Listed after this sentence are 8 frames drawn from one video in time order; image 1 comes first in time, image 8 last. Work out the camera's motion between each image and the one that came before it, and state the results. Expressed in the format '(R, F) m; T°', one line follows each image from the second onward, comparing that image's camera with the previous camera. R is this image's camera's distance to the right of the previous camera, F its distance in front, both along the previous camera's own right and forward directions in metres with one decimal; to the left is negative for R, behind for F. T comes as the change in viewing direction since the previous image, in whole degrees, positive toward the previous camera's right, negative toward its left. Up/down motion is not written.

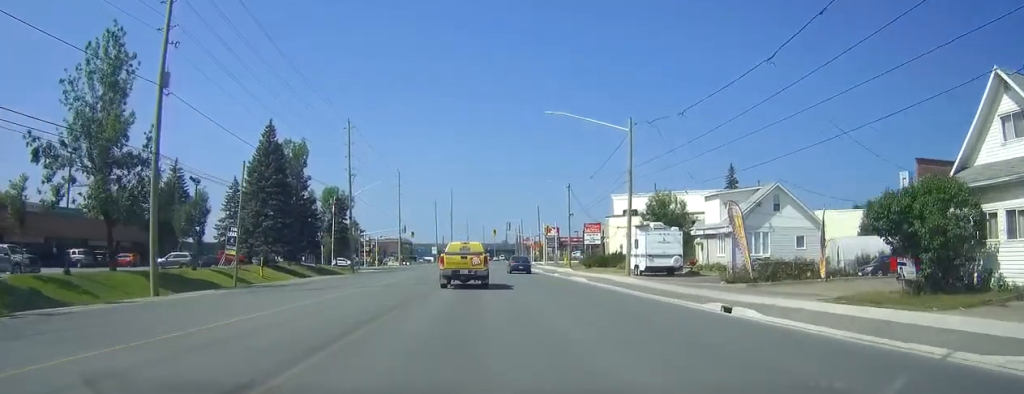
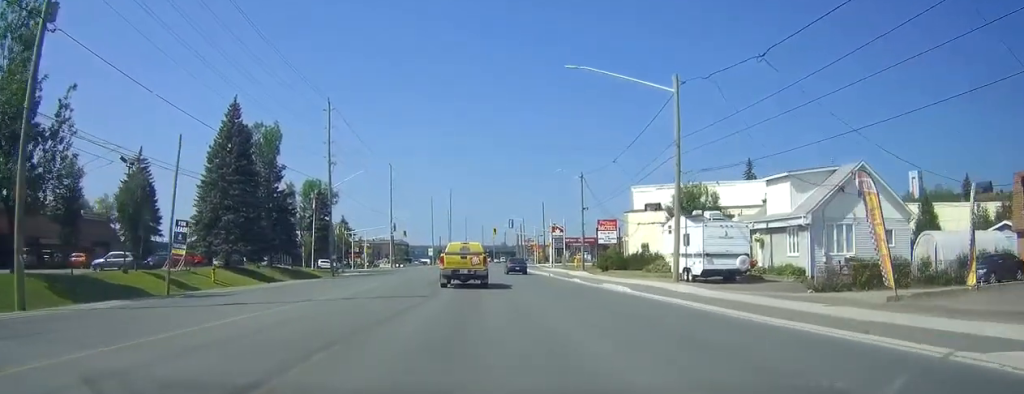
(0.0, +11.3) m; 0°
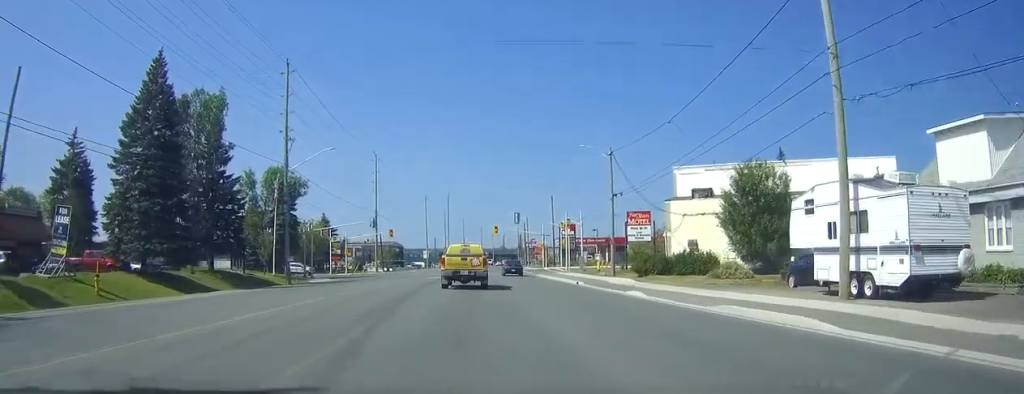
(+0.1, +16.5) m; 0°
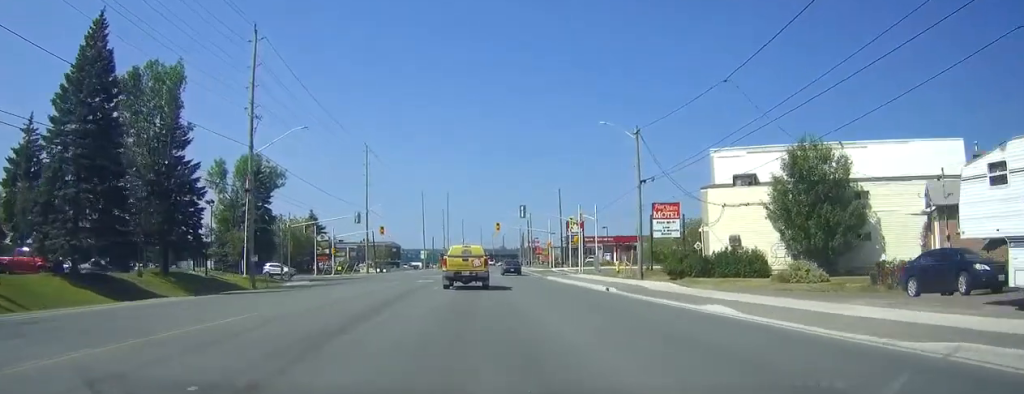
(0.0, +9.3) m; 0°
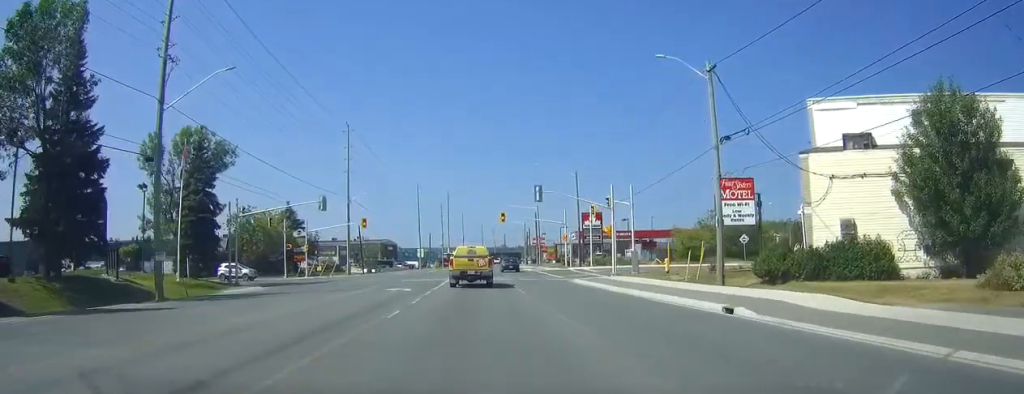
(0.0, +15.6) m; 0°
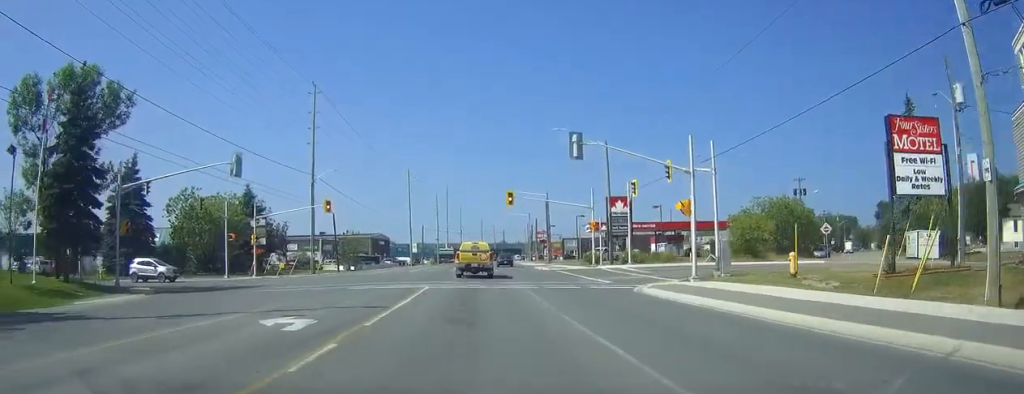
(0.0, +19.5) m; 0°
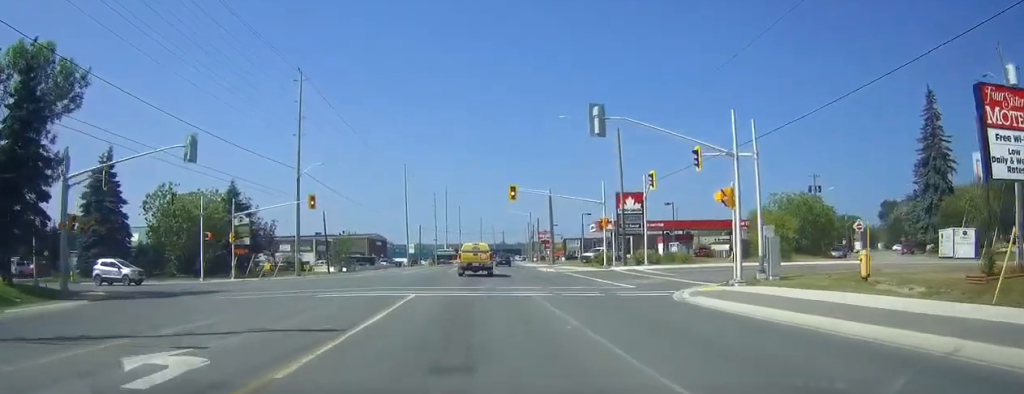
(0.0, +6.2) m; 0°
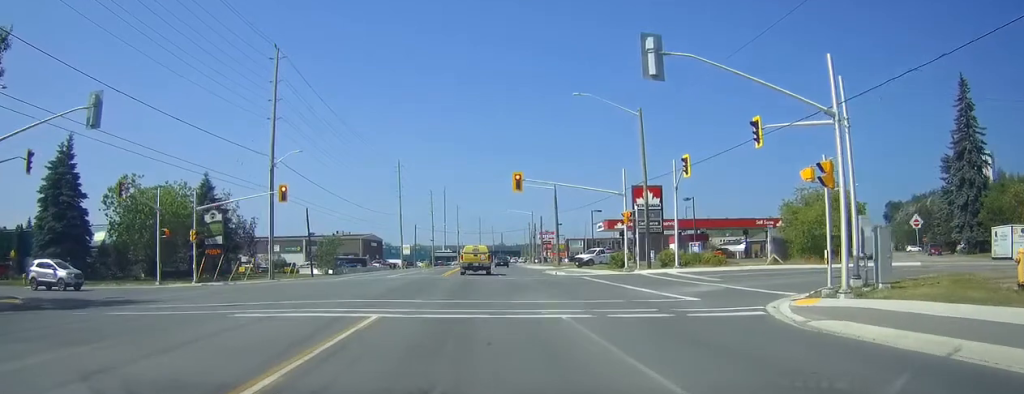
(0.0, +8.8) m; +1°
